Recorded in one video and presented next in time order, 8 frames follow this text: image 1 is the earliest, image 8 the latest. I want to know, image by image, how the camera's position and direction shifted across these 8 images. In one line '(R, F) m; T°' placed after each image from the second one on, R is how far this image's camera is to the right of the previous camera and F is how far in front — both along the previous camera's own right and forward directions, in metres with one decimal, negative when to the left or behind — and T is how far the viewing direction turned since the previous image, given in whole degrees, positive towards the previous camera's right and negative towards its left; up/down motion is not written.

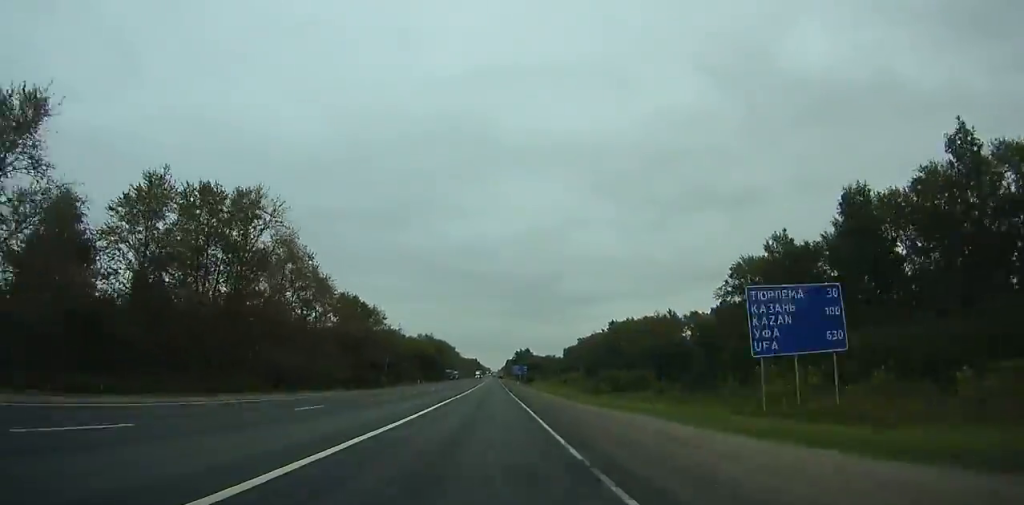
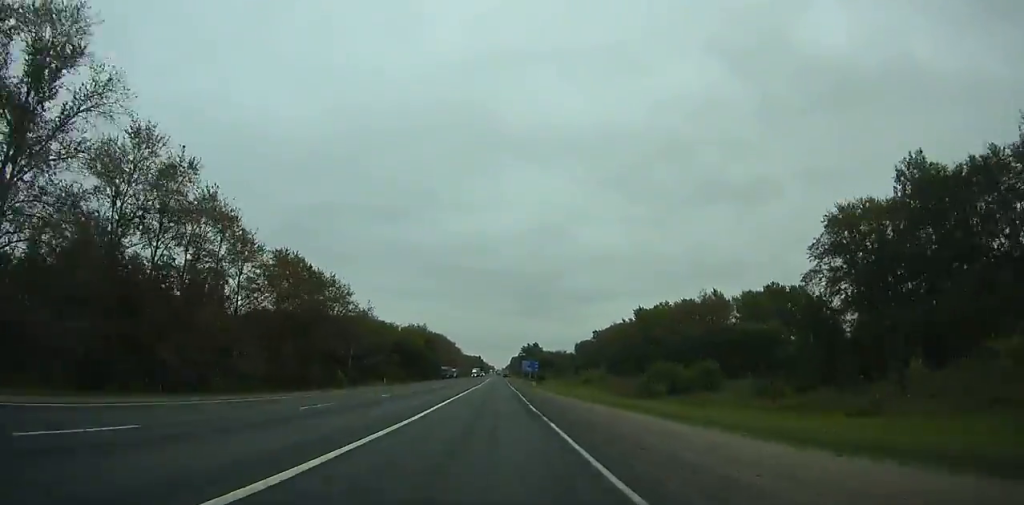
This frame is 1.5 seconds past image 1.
(-0.2, +36.9) m; 0°
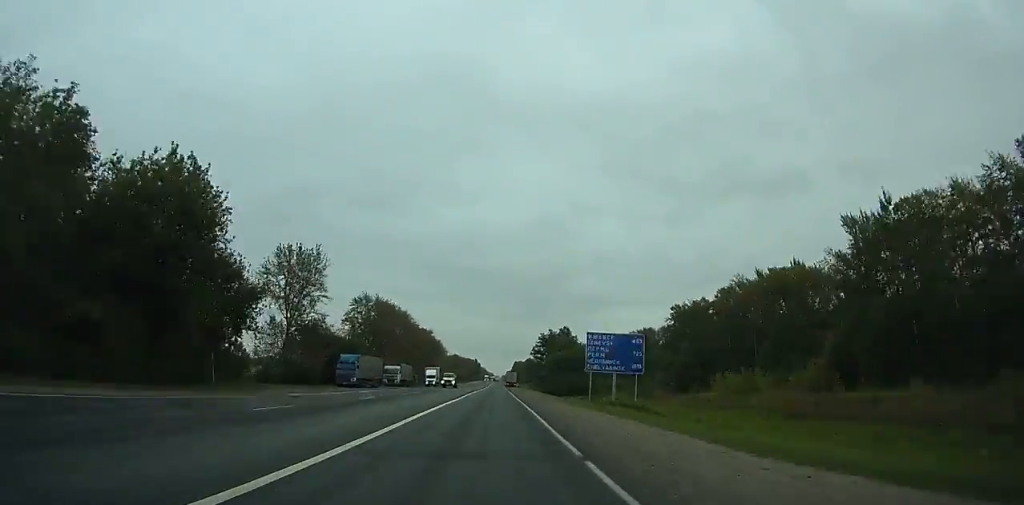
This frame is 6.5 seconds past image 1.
(-0.4, +122.2) m; 0°
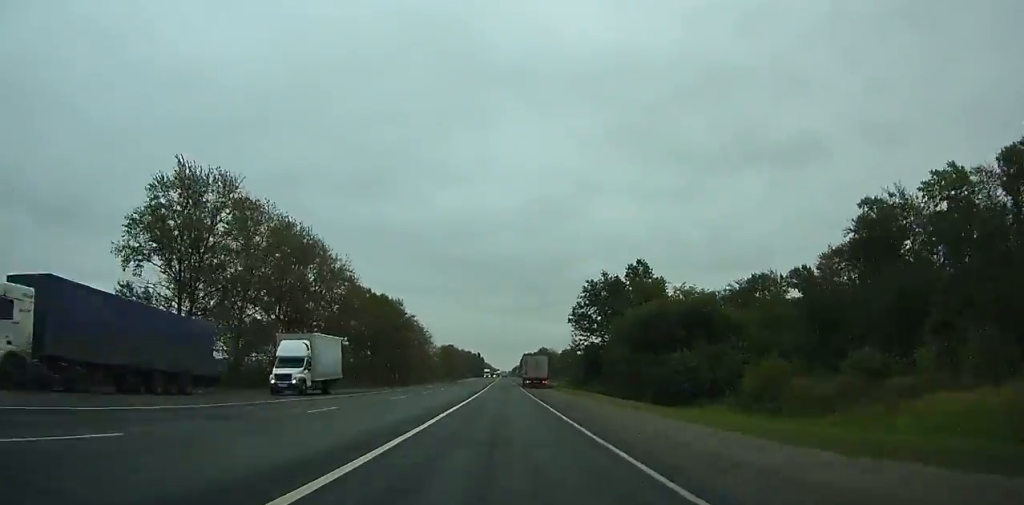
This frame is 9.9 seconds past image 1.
(+0.2, +82.6) m; 0°
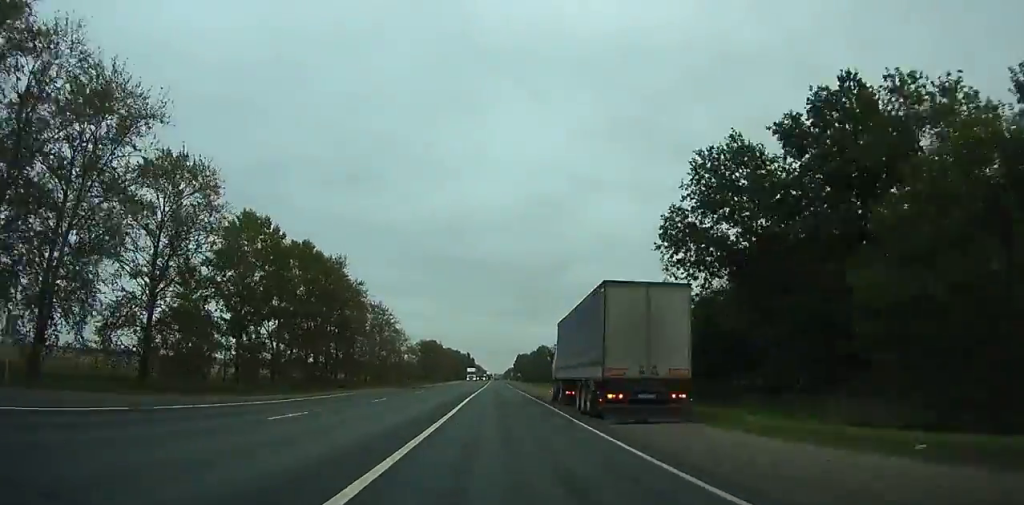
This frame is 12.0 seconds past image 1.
(-0.2, +50.8) m; 0°
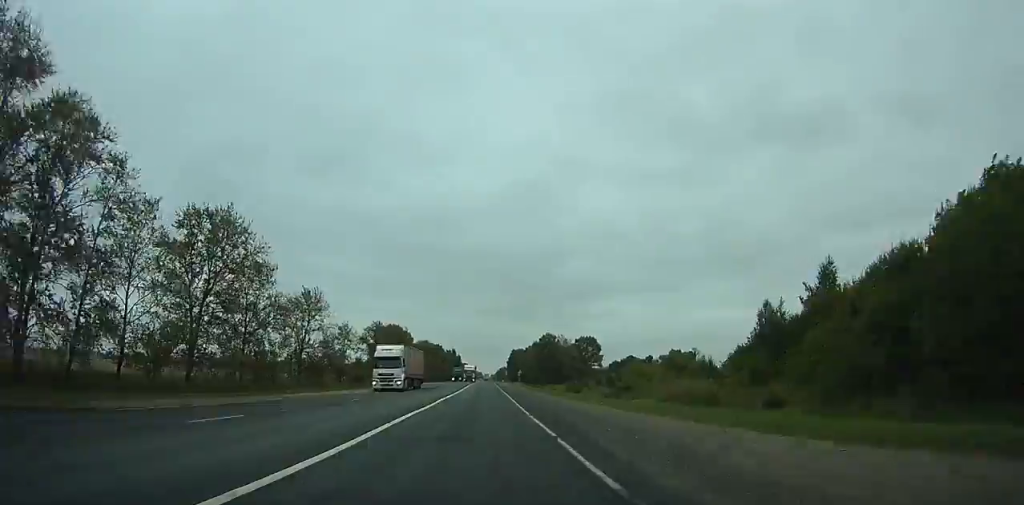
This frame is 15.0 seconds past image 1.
(+0.3, +72.6) m; 0°
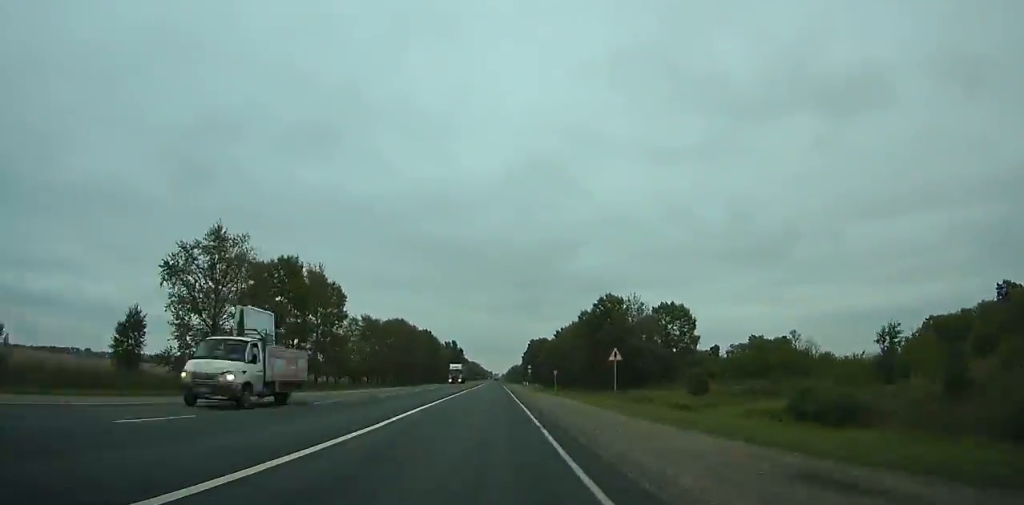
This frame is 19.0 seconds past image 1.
(0.0, +96.9) m; 0°
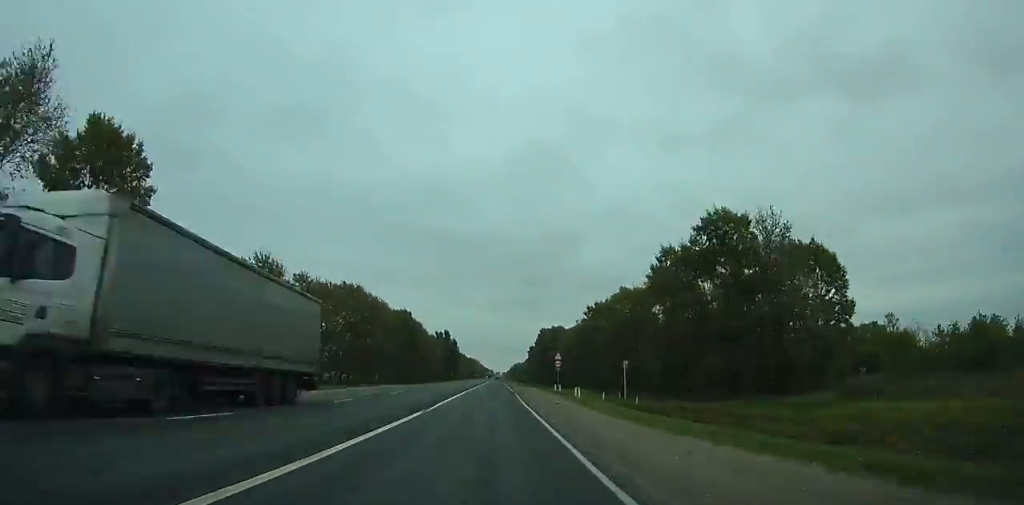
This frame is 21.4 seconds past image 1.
(-0.5, +58.3) m; 0°
